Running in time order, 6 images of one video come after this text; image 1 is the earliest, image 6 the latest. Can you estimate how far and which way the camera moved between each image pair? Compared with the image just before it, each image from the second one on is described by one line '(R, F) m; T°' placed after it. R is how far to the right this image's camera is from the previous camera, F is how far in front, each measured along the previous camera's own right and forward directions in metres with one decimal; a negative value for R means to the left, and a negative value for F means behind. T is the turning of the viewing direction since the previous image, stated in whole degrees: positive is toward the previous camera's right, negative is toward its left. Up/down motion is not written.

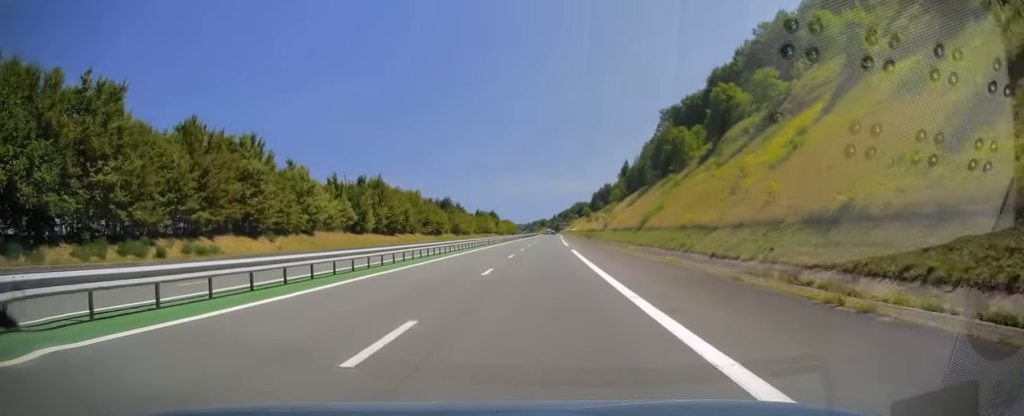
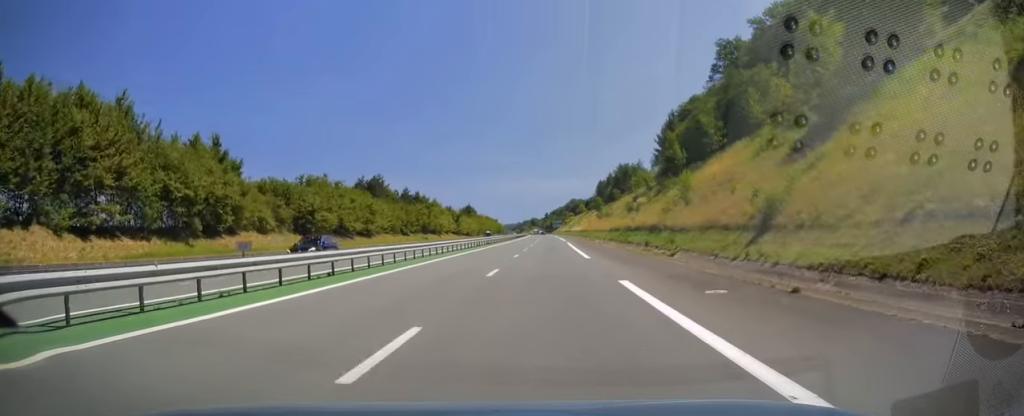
(+0.5, +78.9) m; +1°
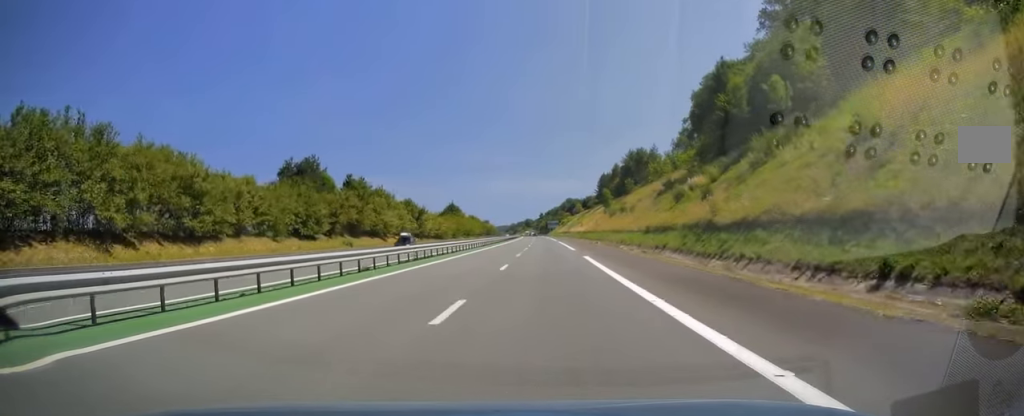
(+0.4, +35.5) m; +1°
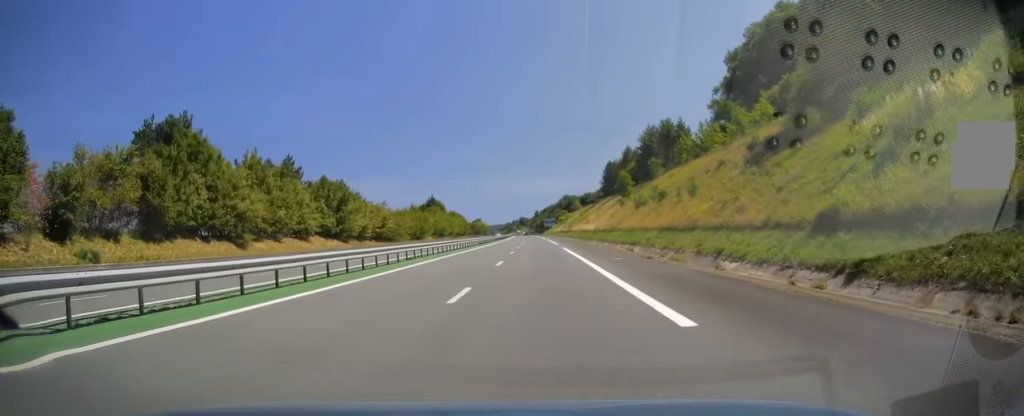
(0.0, +36.4) m; 0°
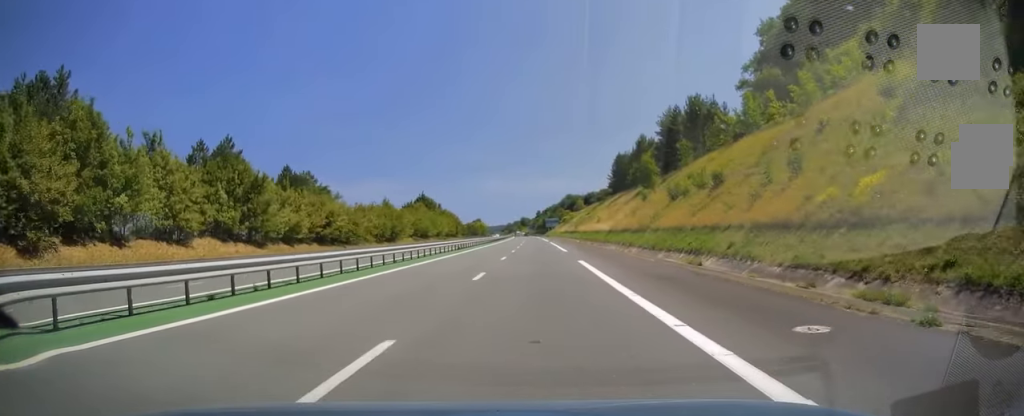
(0.0, +20.2) m; 0°
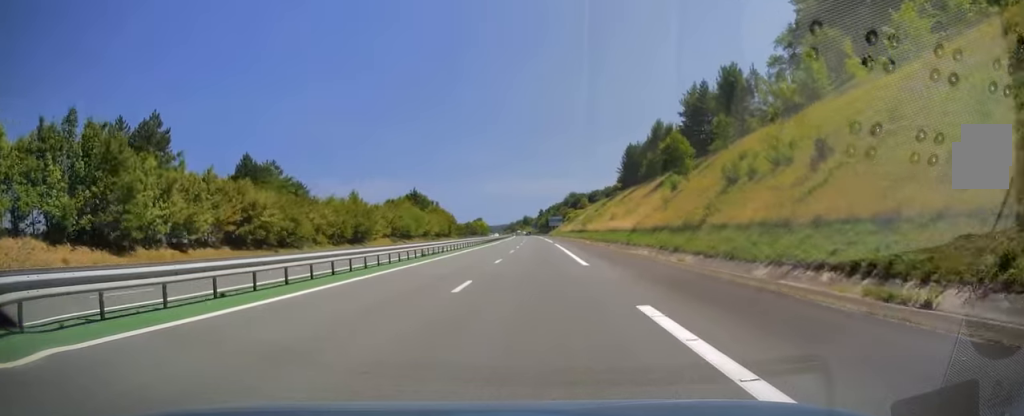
(0.0, +16.7) m; 0°
